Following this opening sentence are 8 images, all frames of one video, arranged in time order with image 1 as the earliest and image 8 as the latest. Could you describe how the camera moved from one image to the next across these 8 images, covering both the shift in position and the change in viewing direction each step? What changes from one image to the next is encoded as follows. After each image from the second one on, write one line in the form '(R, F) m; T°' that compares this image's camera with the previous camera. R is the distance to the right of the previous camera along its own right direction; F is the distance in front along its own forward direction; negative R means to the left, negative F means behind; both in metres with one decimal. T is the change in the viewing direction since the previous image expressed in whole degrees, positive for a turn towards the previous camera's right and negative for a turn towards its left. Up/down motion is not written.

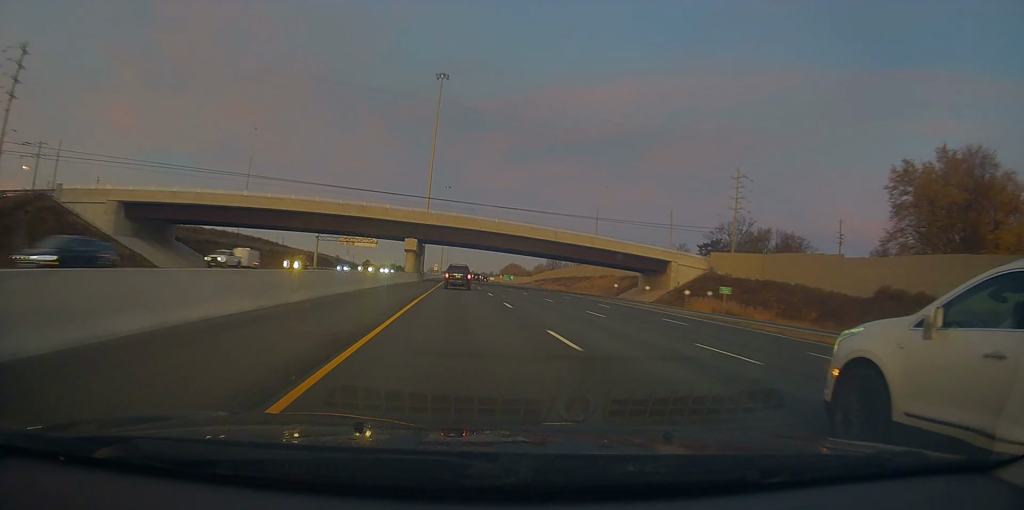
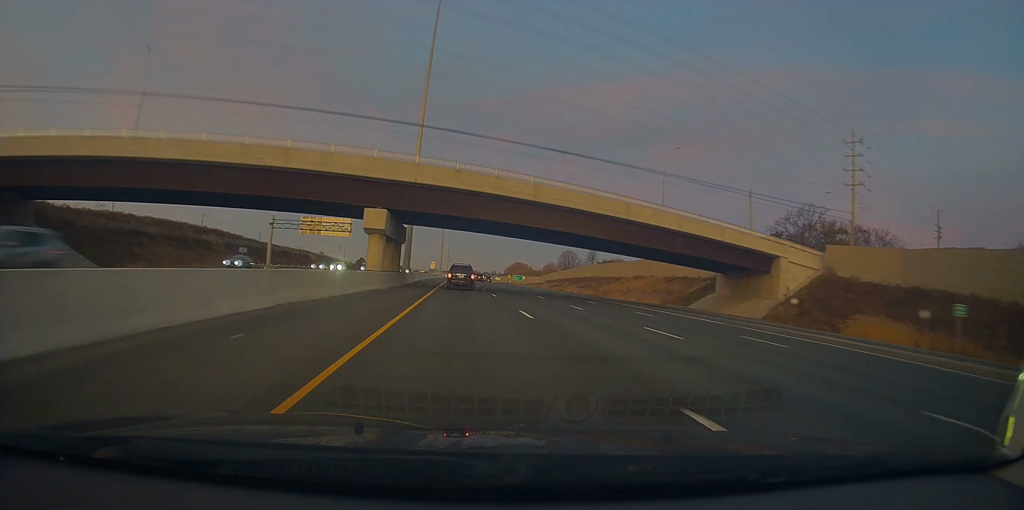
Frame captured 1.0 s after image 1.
(0.0, +28.8) m; 0°
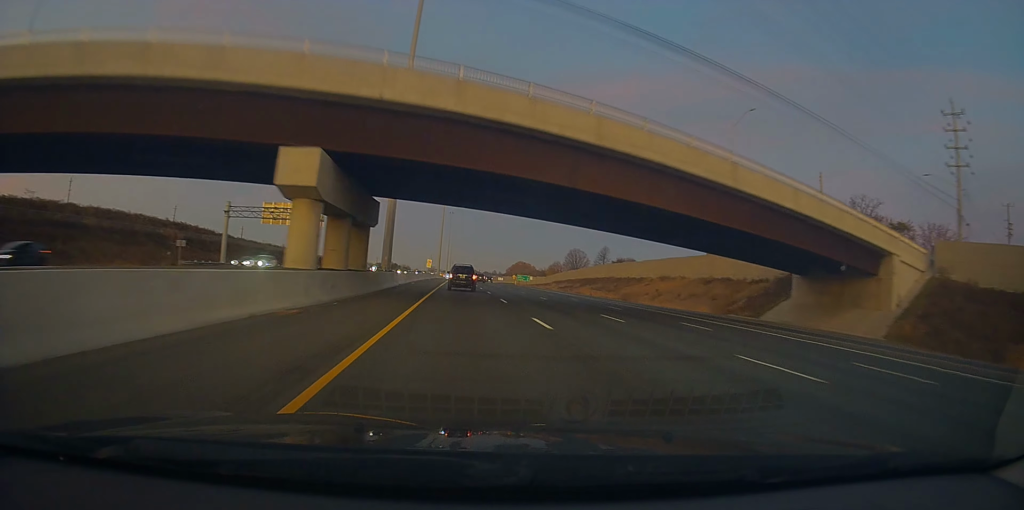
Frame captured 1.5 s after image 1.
(0.0, +15.8) m; 0°
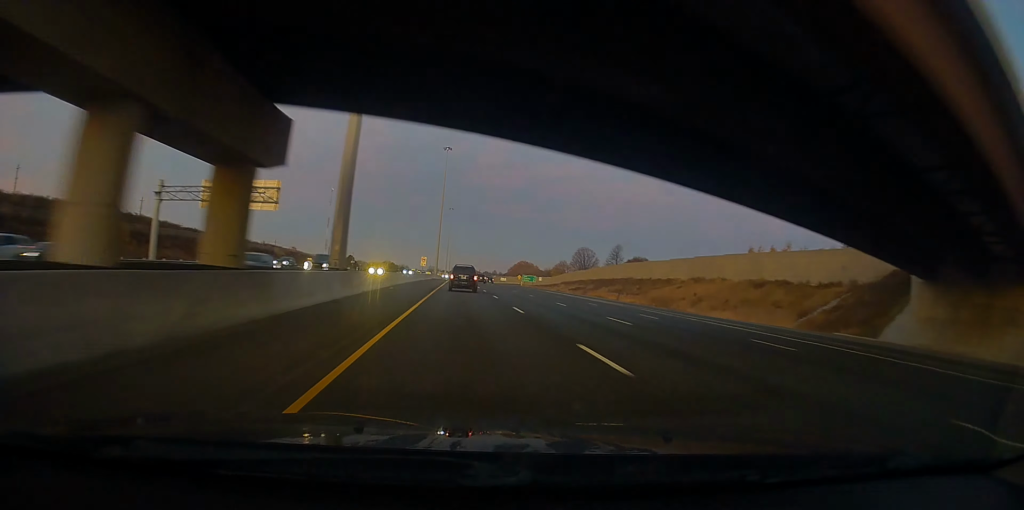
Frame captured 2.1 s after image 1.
(0.0, +15.0) m; 0°
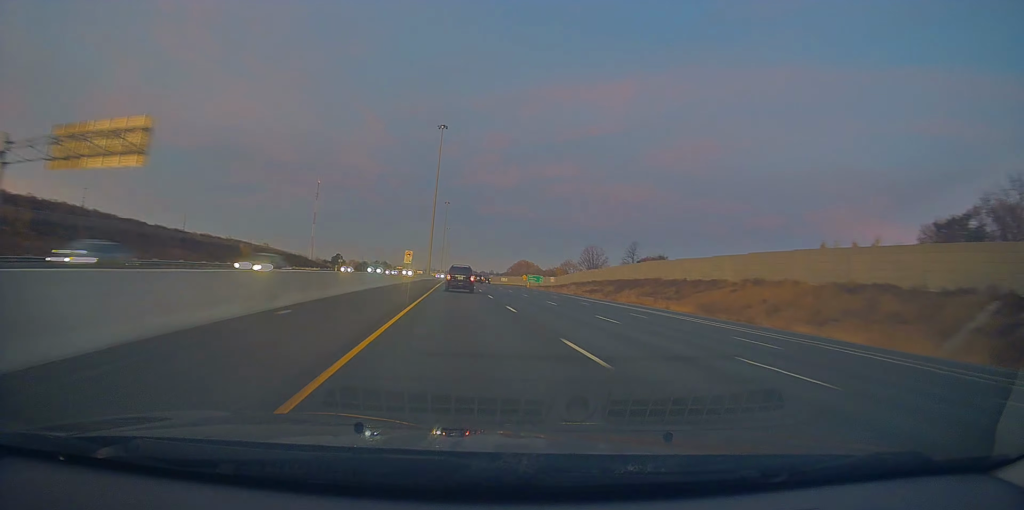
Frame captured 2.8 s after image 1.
(0.0, +18.9) m; 0°
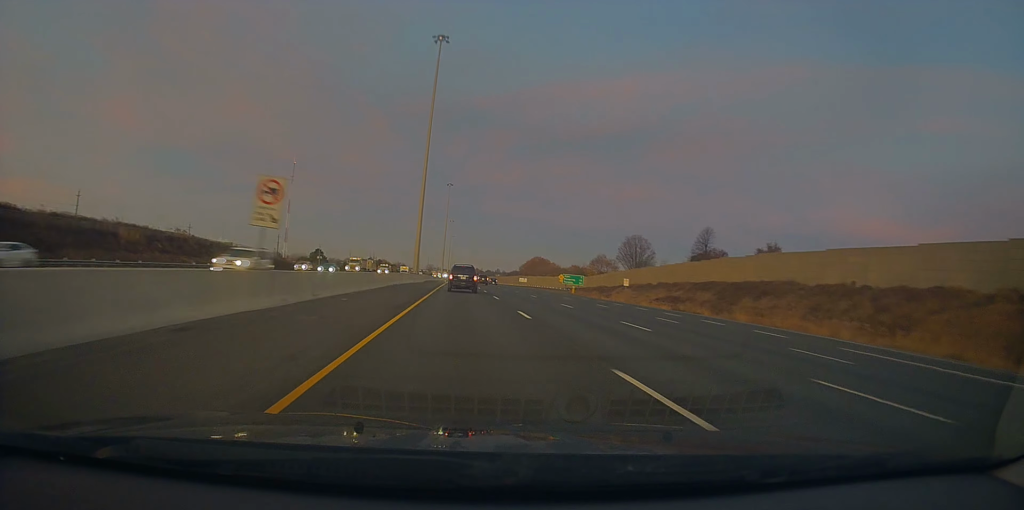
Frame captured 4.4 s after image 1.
(0.0, +45.3) m; 0°
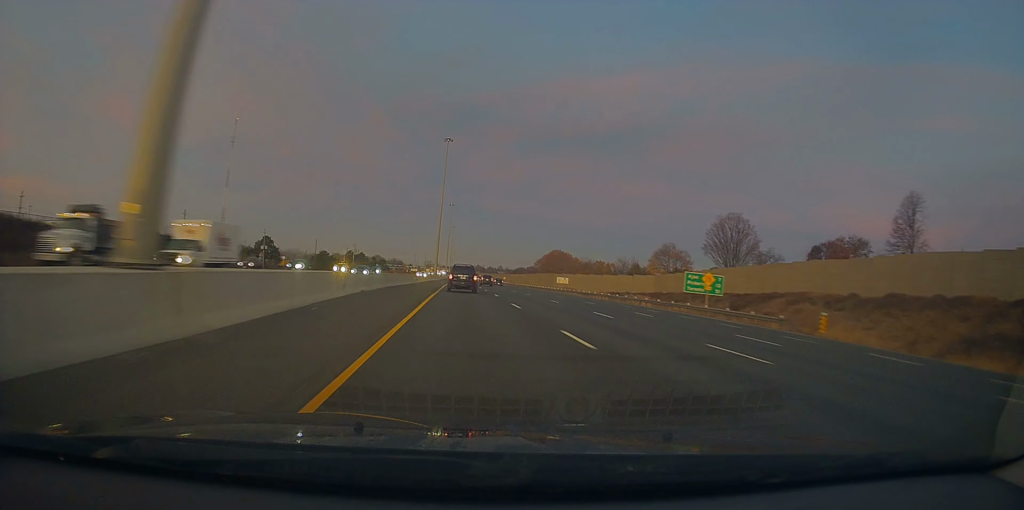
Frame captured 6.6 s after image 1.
(+0.9, +65.6) m; +1°
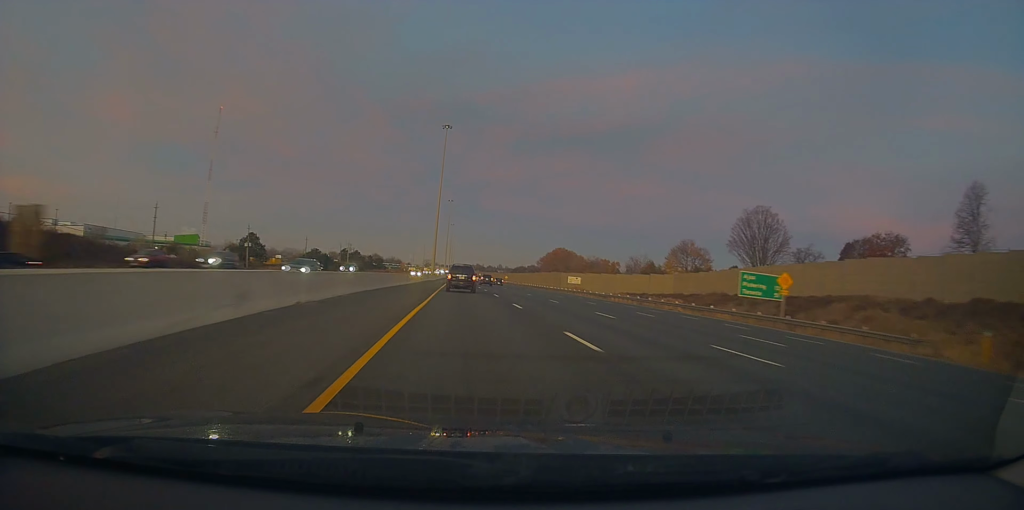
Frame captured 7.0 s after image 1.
(-0.2, +12.9) m; 0°
